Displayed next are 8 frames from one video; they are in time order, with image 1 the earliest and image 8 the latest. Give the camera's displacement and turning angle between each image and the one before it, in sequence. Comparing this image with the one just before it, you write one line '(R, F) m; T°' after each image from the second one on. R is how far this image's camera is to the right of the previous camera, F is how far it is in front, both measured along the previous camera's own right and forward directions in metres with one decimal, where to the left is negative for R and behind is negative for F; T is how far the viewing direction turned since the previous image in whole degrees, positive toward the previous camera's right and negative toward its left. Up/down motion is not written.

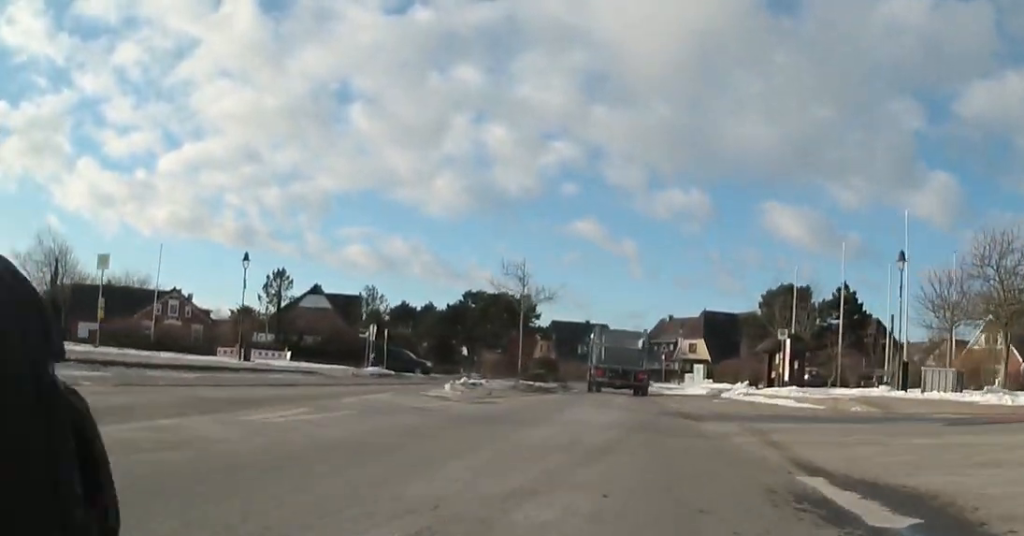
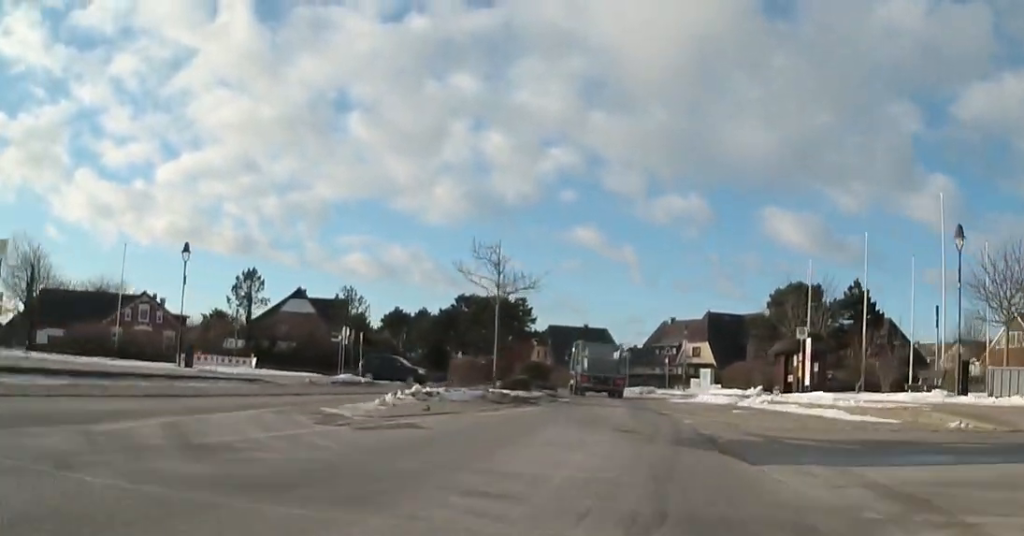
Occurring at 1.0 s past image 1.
(+0.3, +4.8) m; +8°
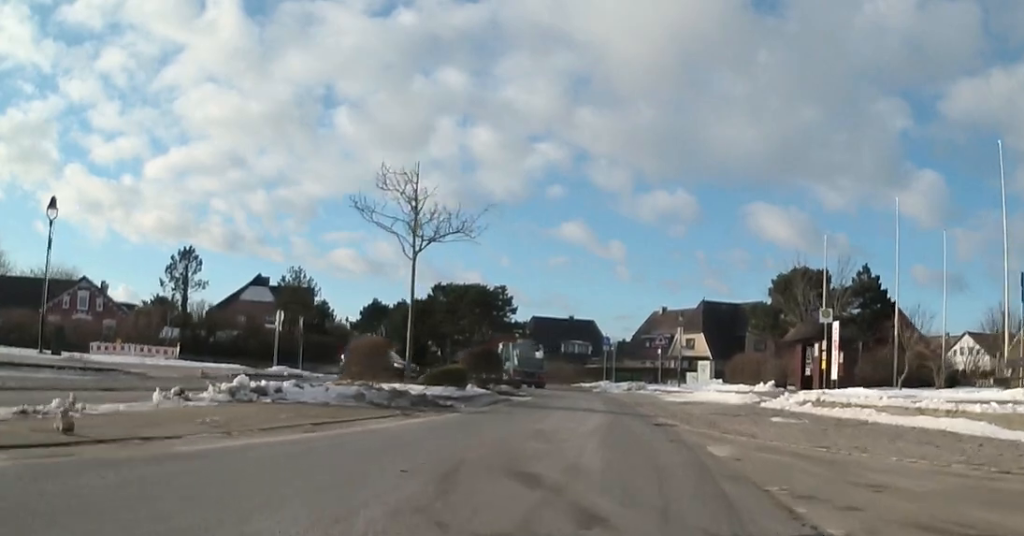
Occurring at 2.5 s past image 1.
(+0.4, +7.0) m; -5°
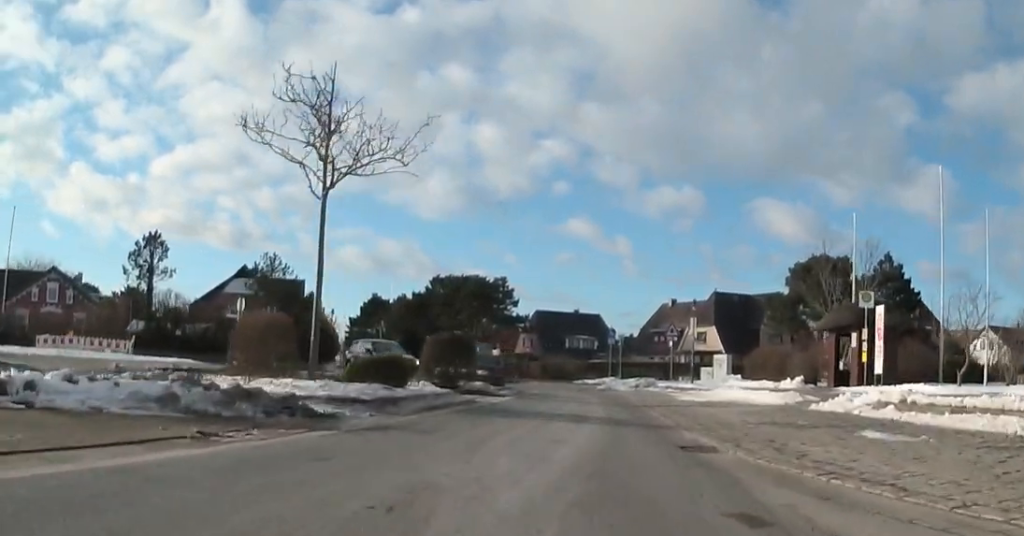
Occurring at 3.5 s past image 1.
(-0.6, +4.5) m; -6°
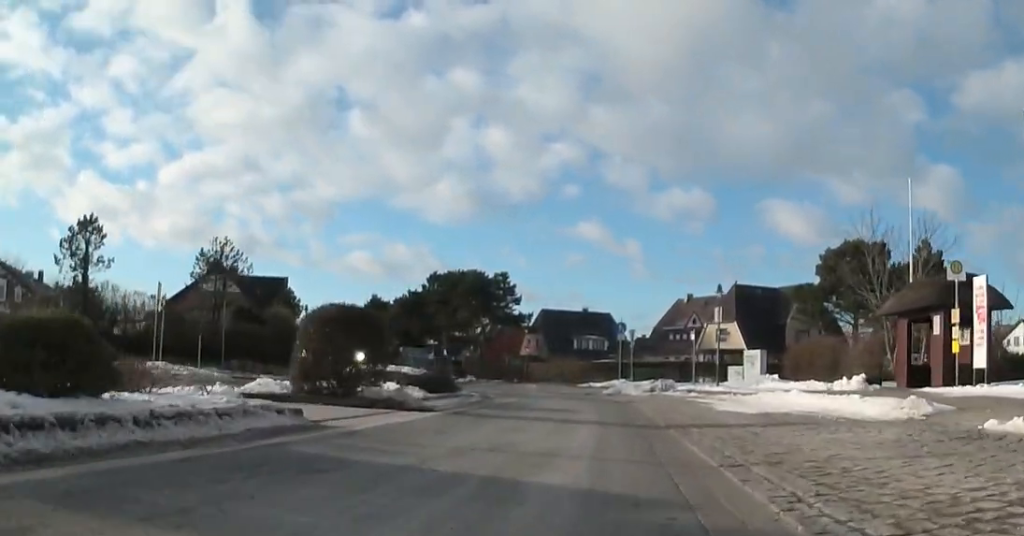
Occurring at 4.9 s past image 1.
(+0.1, +6.6) m; -2°
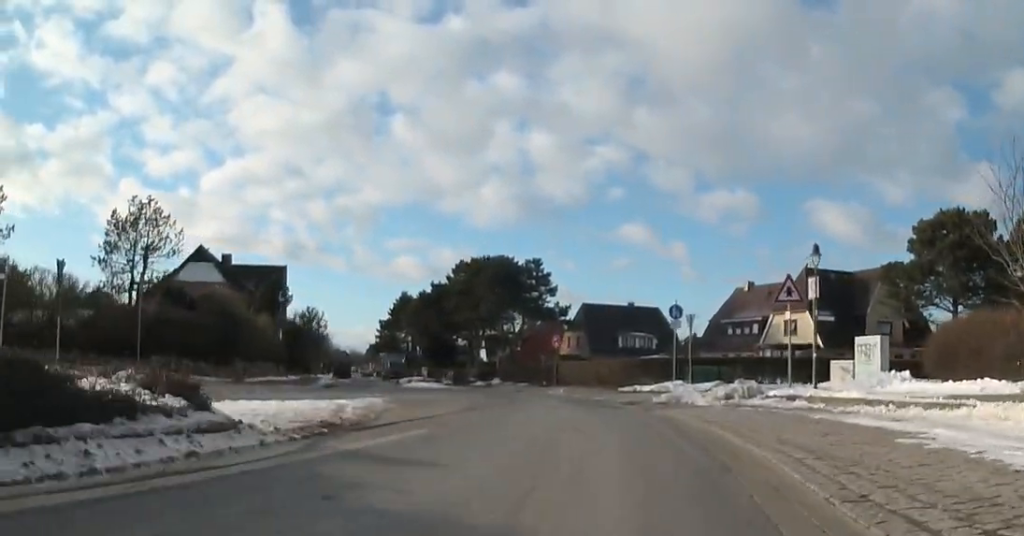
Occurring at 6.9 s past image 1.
(-0.4, +10.1) m; +13°
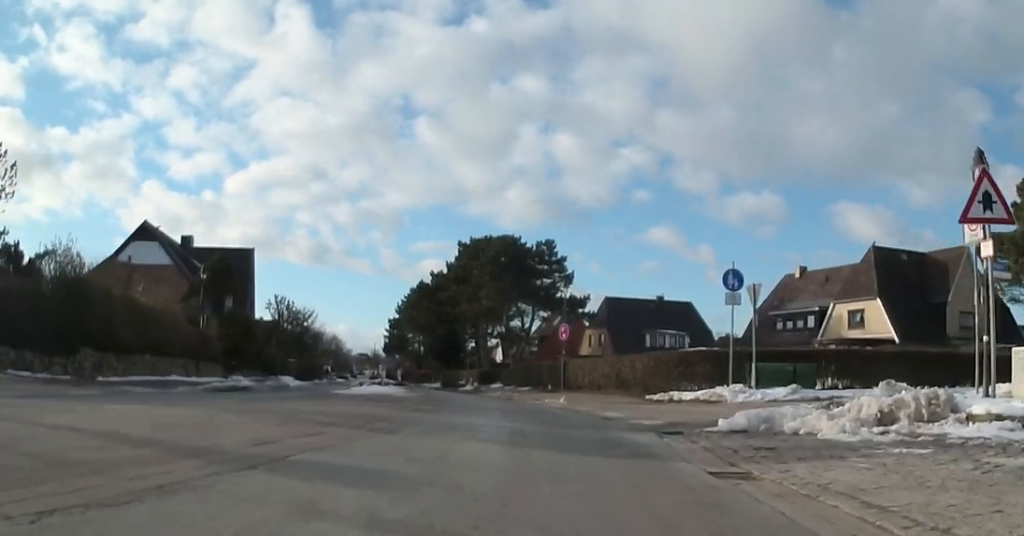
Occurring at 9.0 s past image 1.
(+0.4, +10.4) m; -11°
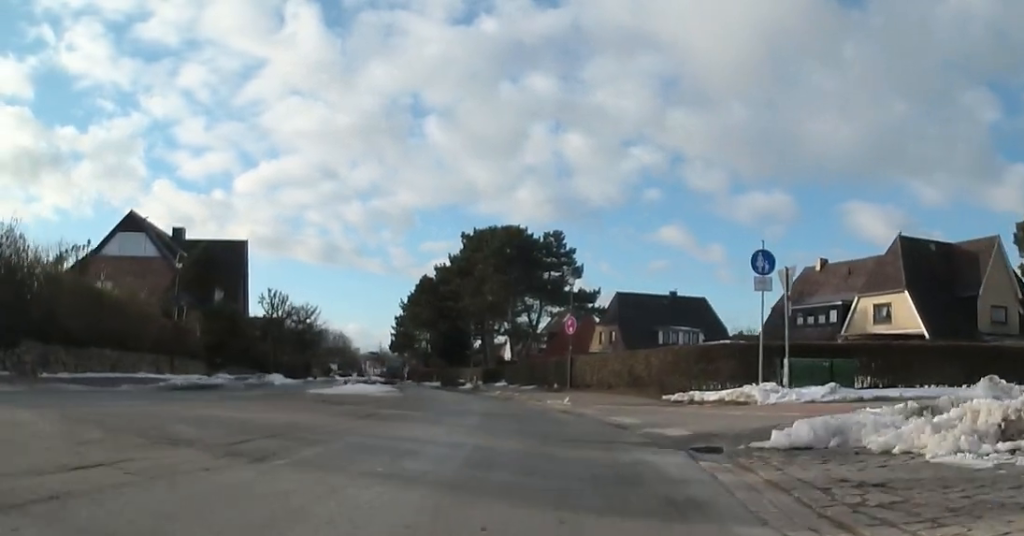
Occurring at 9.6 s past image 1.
(-0.2, +2.7) m; -5°
